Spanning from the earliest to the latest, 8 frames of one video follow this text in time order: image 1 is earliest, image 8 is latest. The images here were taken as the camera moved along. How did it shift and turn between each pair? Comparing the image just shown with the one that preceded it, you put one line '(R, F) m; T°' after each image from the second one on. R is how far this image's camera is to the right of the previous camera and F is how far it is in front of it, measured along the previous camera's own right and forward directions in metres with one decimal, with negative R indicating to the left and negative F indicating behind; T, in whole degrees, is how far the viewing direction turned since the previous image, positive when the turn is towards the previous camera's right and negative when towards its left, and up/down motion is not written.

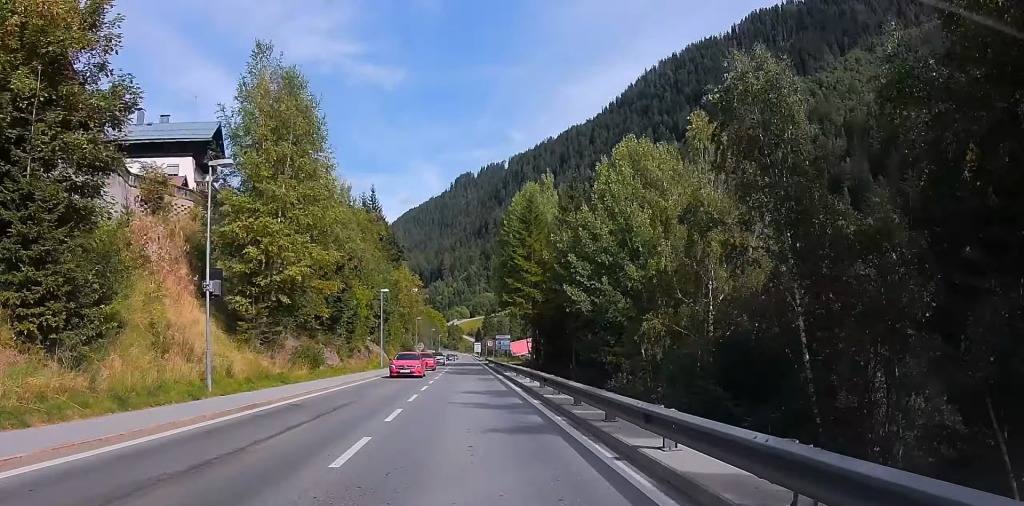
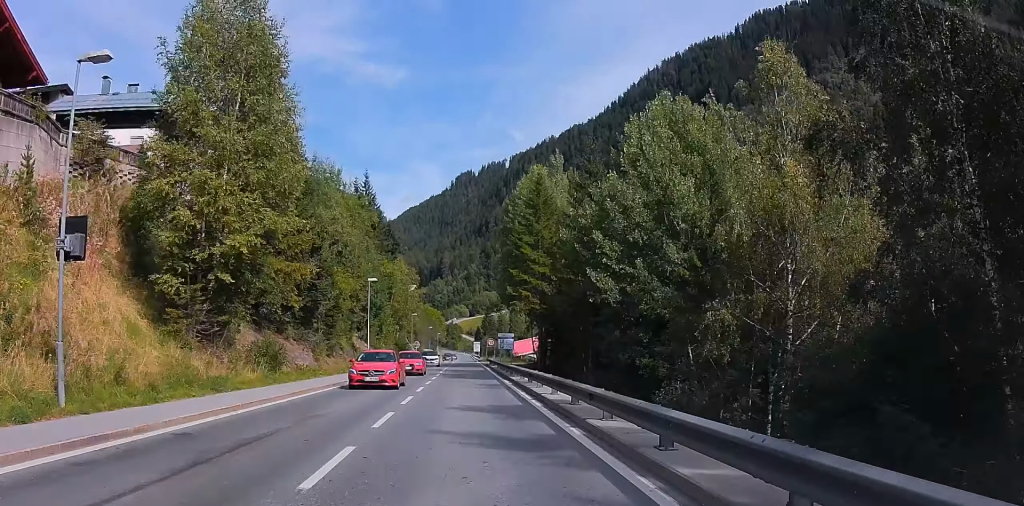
(0.0, +7.6) m; 0°
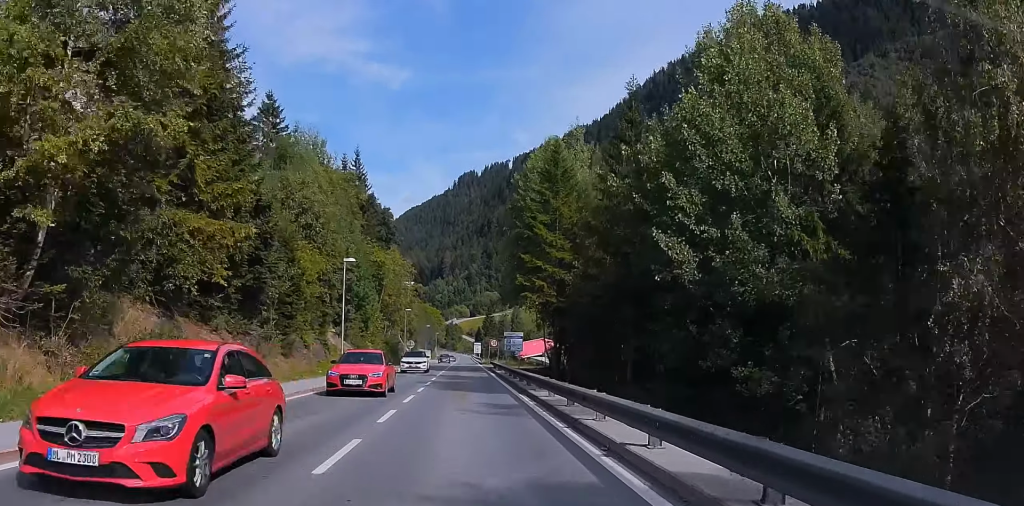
(-0.1, +11.0) m; 0°
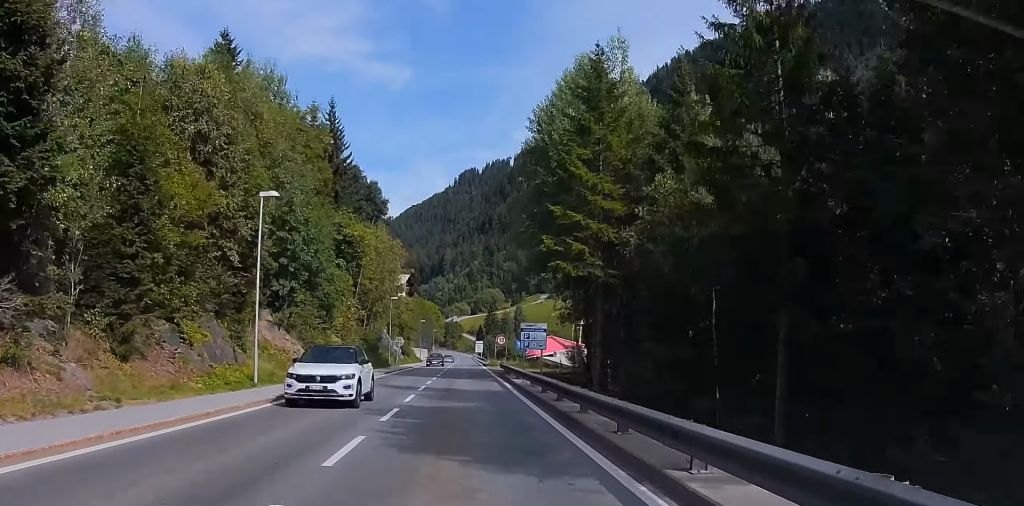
(0.0, +17.3) m; 0°
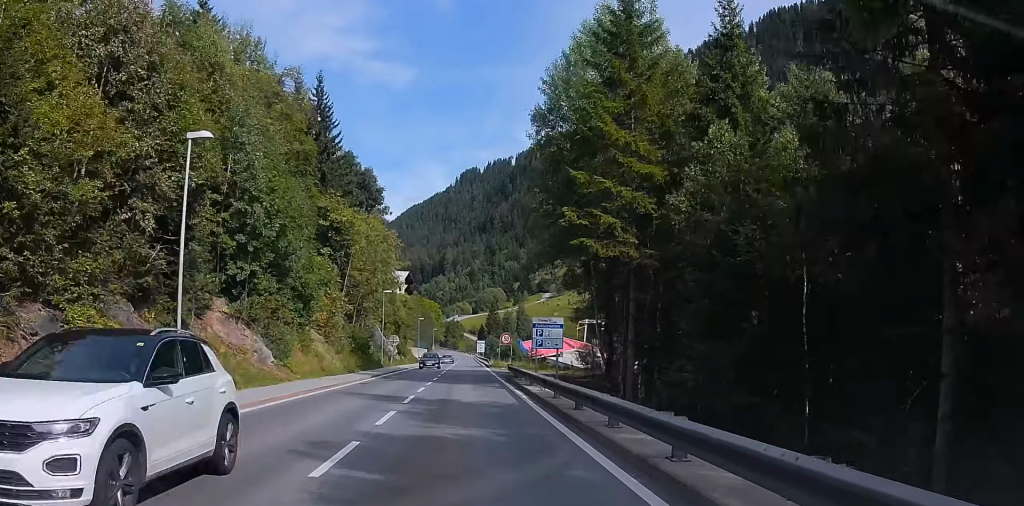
(0.0, +6.9) m; 0°
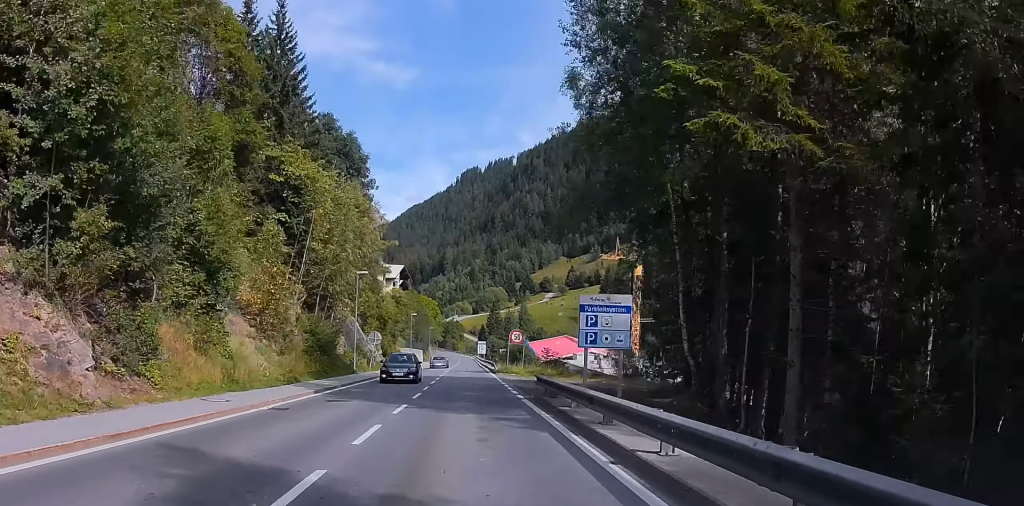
(0.0, +14.7) m; -1°
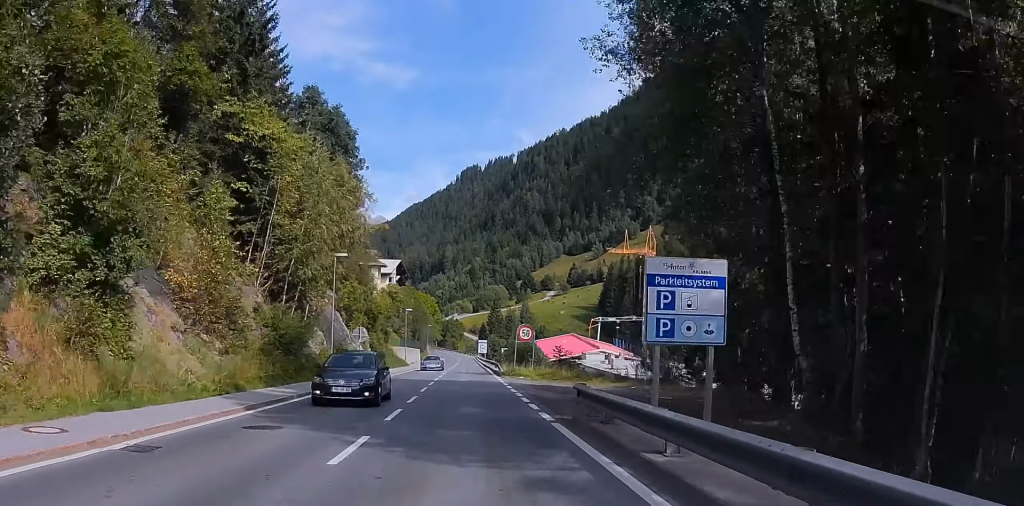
(+0.1, +7.8) m; -1°
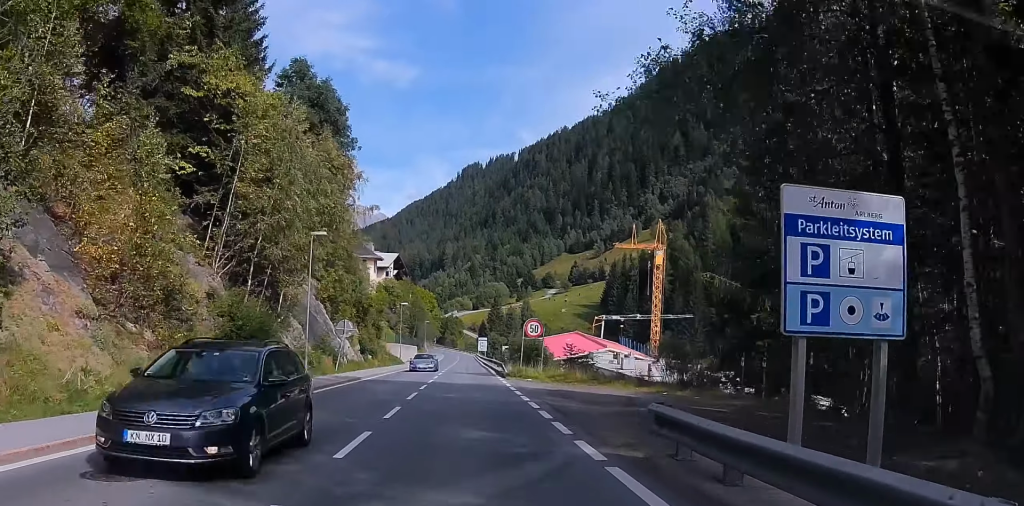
(-0.2, +5.9) m; -1°
